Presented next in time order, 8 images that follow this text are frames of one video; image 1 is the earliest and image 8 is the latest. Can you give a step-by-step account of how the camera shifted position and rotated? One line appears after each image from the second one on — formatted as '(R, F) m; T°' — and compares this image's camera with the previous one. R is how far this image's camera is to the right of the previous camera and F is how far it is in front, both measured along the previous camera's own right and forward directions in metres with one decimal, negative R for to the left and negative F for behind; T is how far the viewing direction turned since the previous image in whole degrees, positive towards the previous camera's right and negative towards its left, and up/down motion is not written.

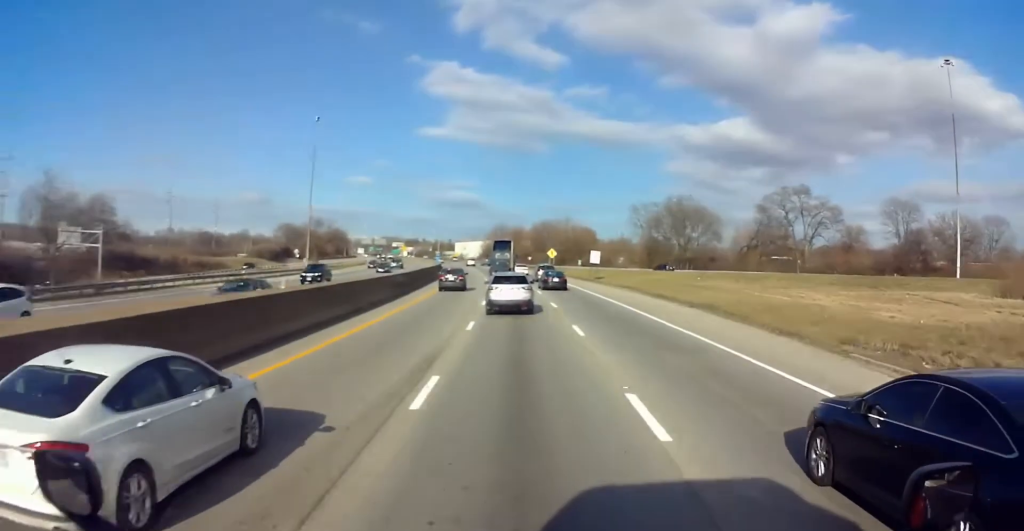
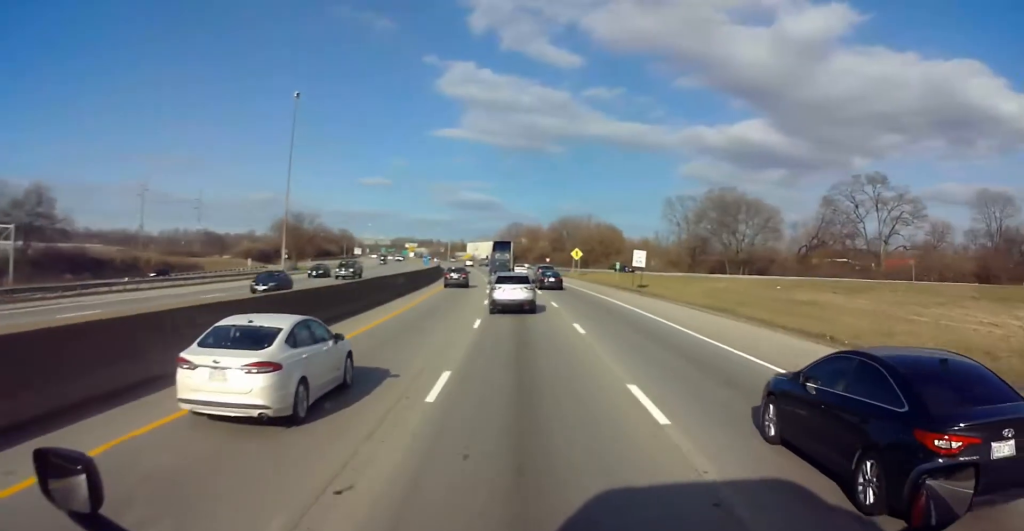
(0.0, +23.6) m; 0°
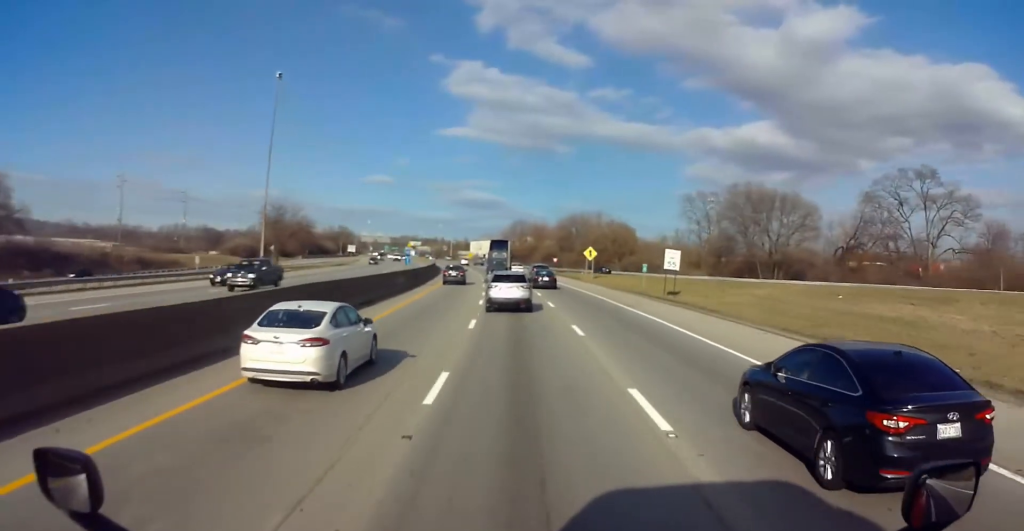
(0.0, +12.6) m; 0°
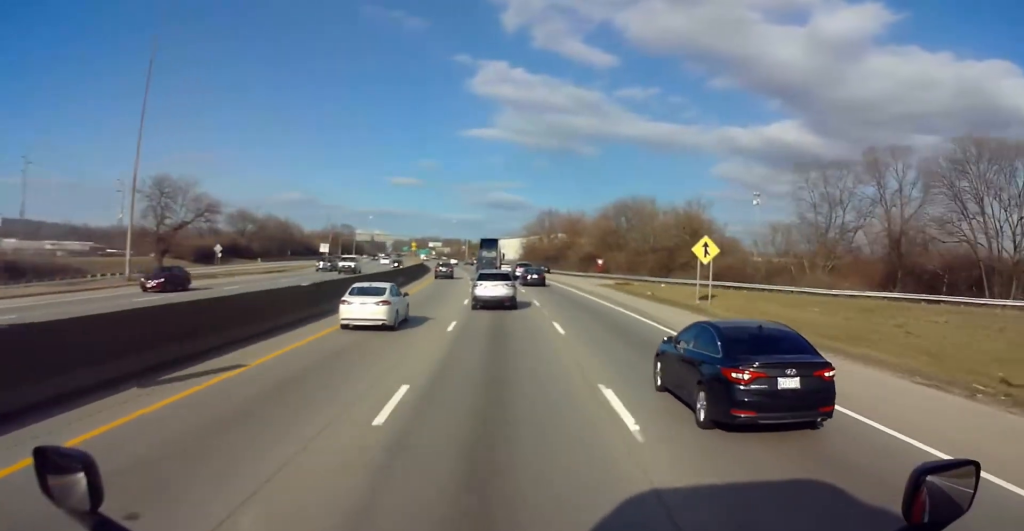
(-0.2, +45.4) m; 0°
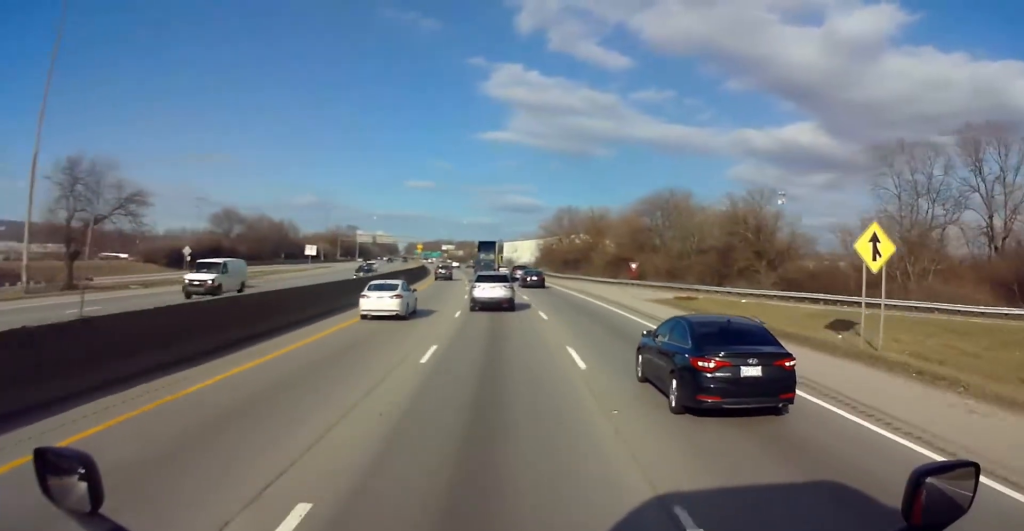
(0.0, +18.5) m; 0°
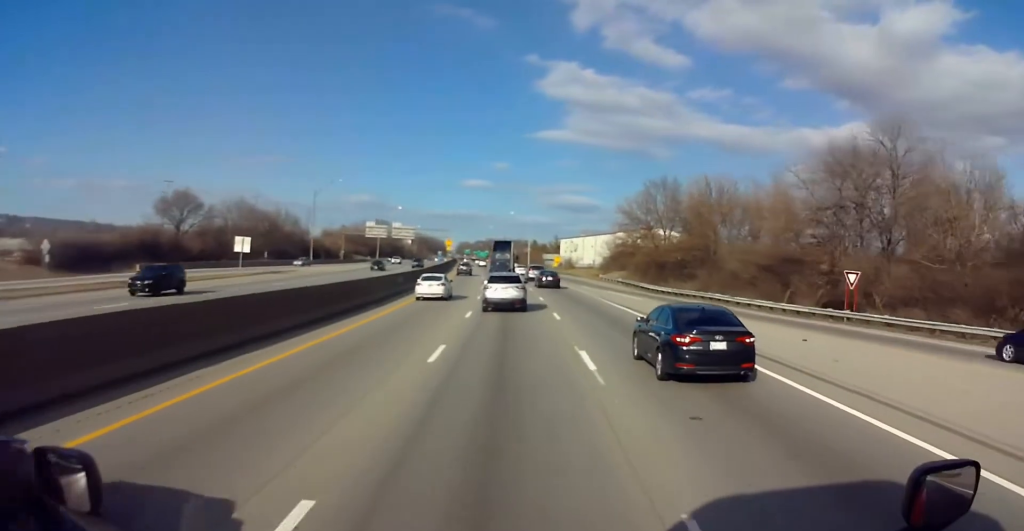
(-3.1, +48.7) m; -9°
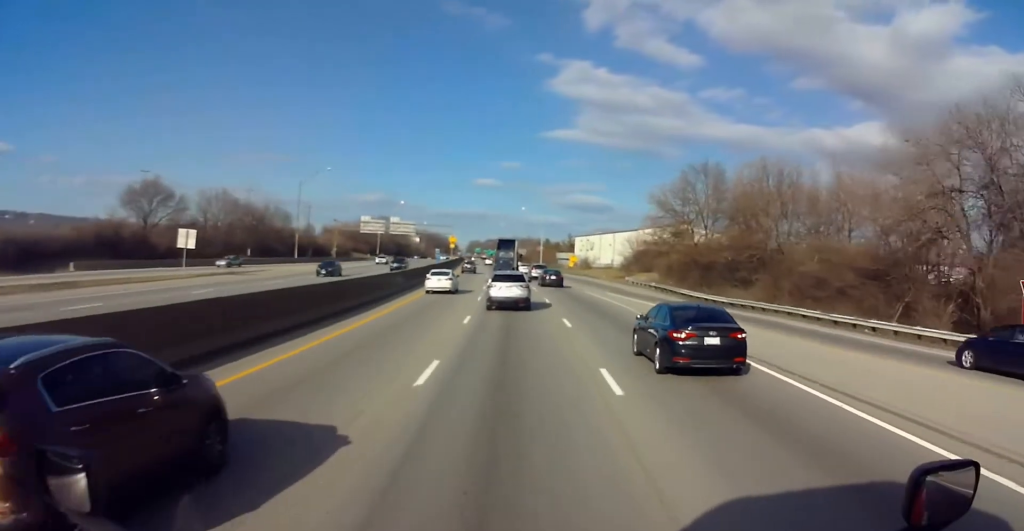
(-0.4, +15.3) m; -2°
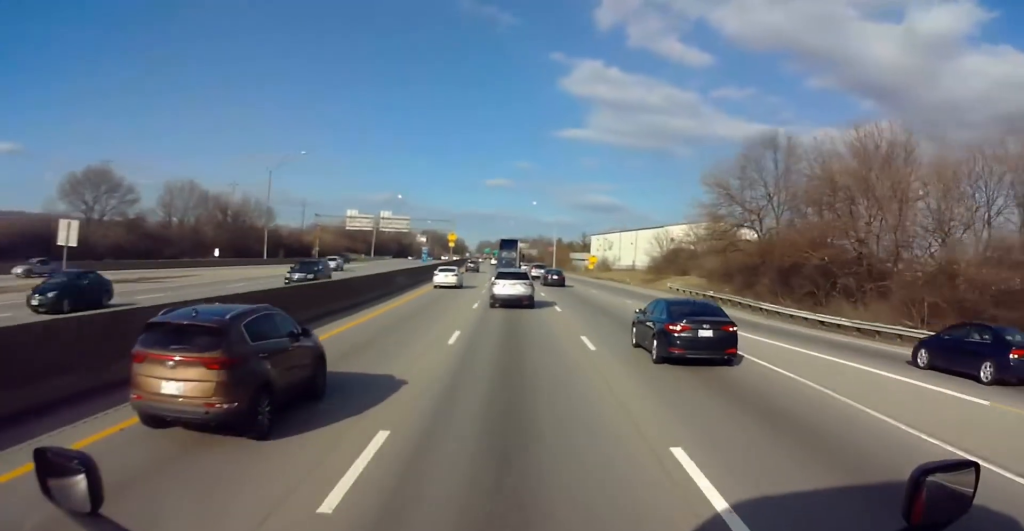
(-0.2, +18.7) m; -1°
